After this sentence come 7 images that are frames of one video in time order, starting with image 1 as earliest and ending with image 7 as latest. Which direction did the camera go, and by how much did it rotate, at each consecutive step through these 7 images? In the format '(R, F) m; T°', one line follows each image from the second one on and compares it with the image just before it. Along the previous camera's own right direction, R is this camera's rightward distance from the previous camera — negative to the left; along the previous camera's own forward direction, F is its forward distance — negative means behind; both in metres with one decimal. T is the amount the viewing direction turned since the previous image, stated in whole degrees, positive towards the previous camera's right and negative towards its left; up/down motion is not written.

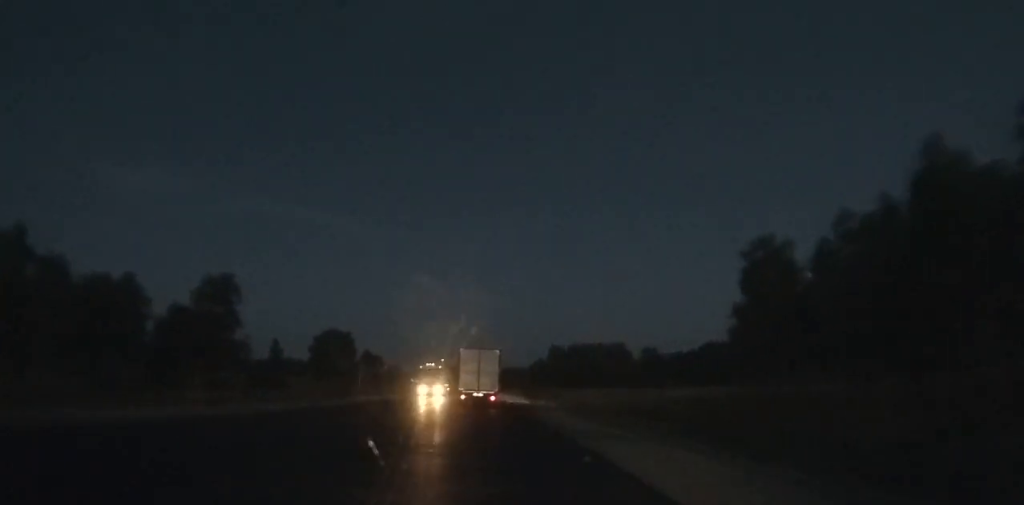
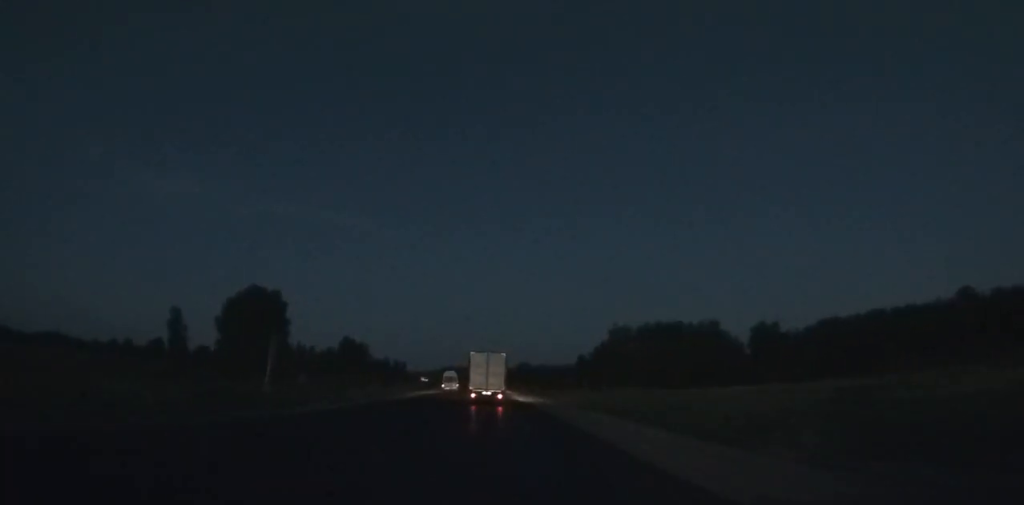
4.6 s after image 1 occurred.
(-2.0, +82.3) m; -2°
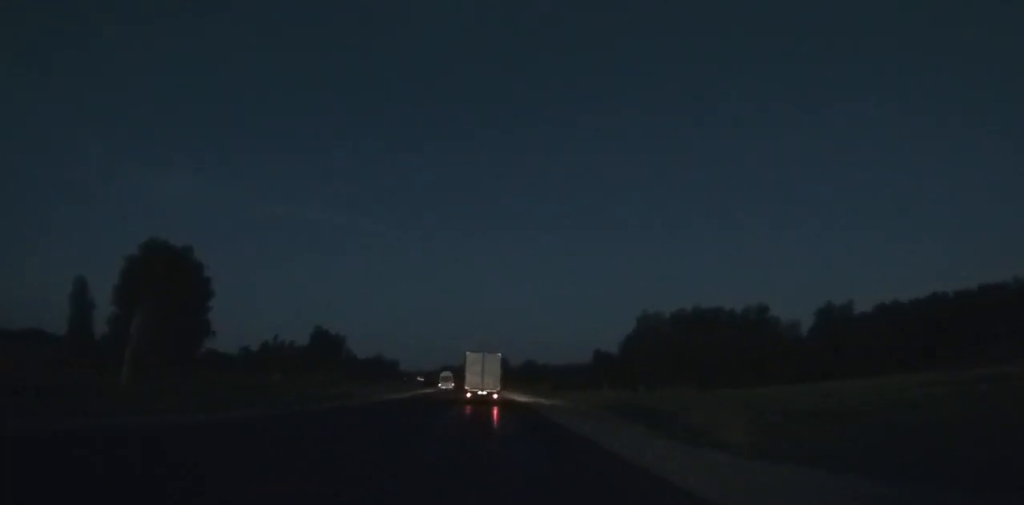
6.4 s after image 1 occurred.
(-0.3, +32.9) m; -1°
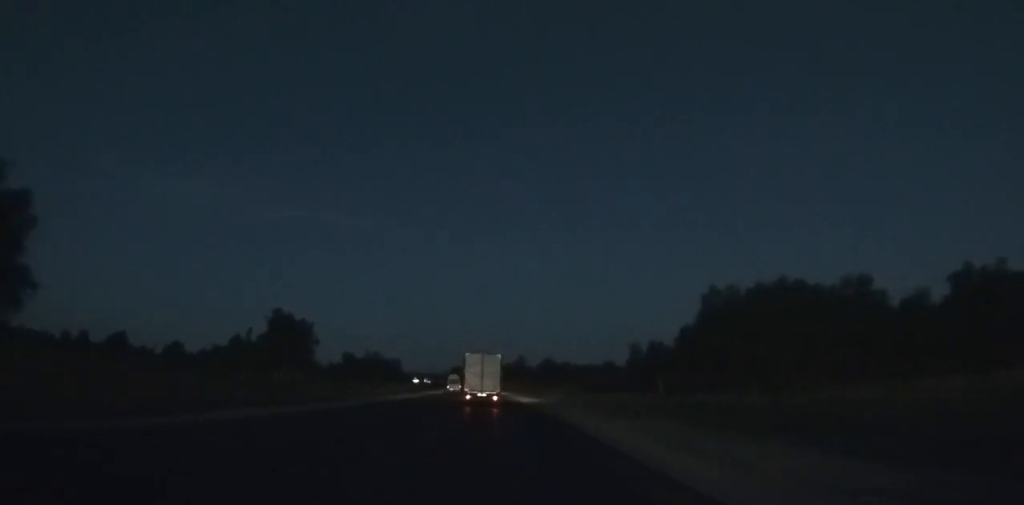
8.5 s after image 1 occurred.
(0.0, +39.2) m; -1°
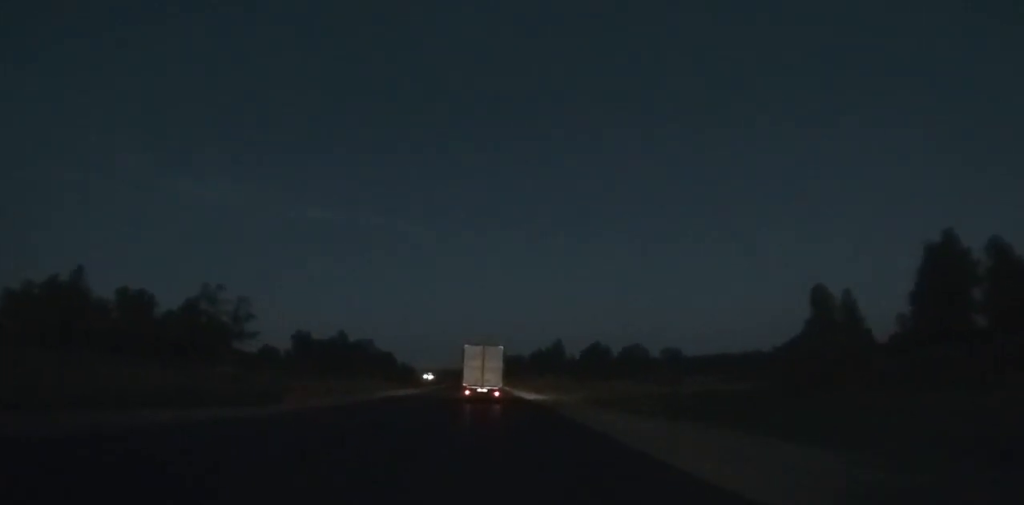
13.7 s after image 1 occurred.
(-1.9, +98.7) m; -2°
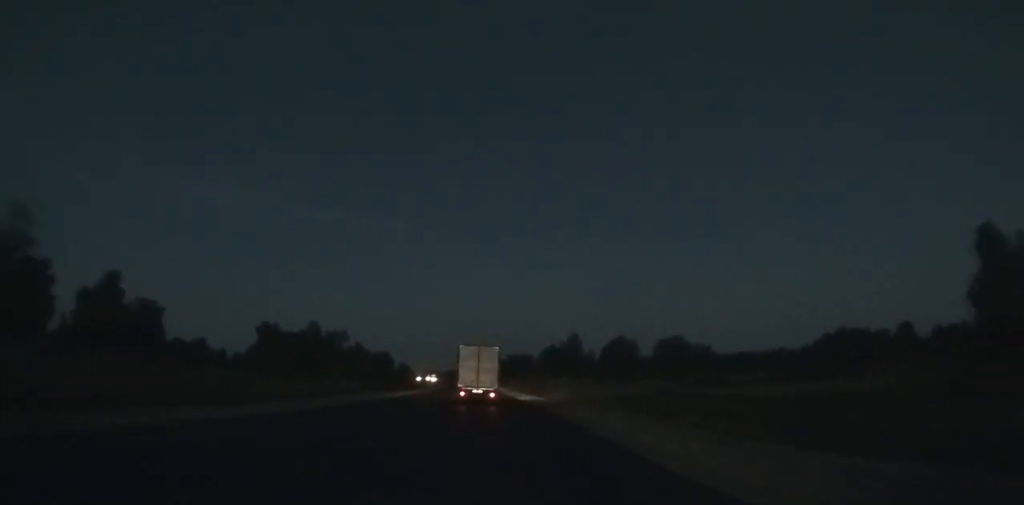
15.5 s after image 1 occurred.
(-0.1, +34.3) m; -1°
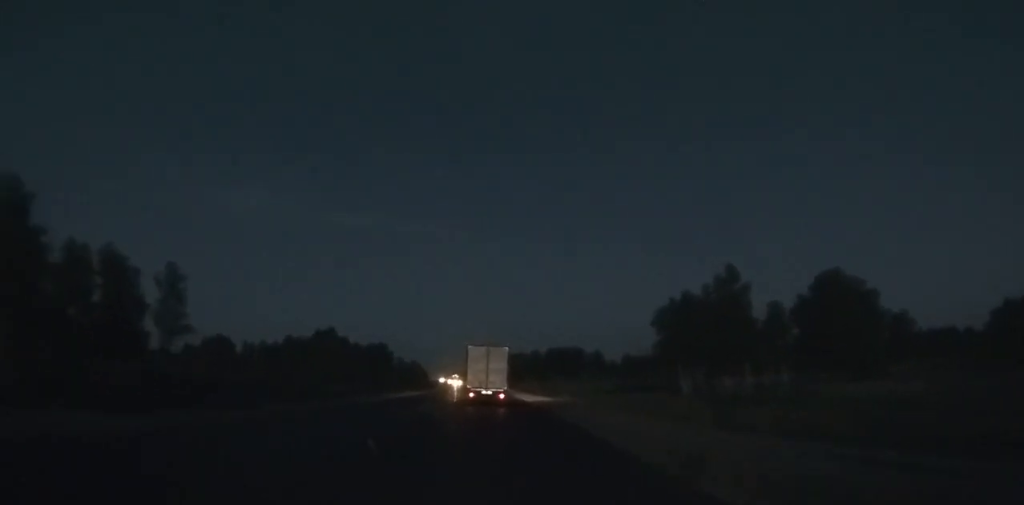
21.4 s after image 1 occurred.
(-2.2, +111.4) m; -2°
